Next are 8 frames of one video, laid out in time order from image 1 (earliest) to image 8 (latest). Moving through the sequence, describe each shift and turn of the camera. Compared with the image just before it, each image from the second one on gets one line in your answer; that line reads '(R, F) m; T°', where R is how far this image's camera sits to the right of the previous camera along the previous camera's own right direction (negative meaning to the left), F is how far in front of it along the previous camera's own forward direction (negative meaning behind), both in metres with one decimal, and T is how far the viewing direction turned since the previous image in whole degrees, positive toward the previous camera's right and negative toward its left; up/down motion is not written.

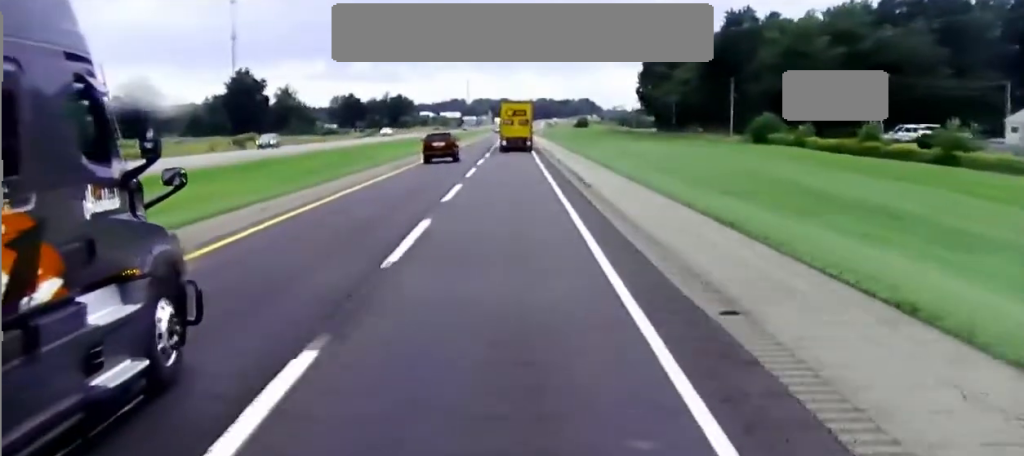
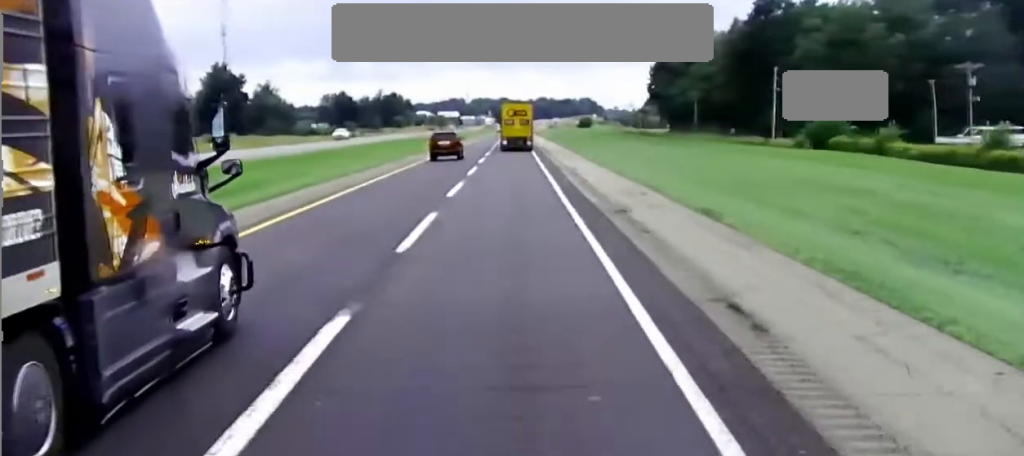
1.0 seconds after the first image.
(0.0, +30.0) m; 0°
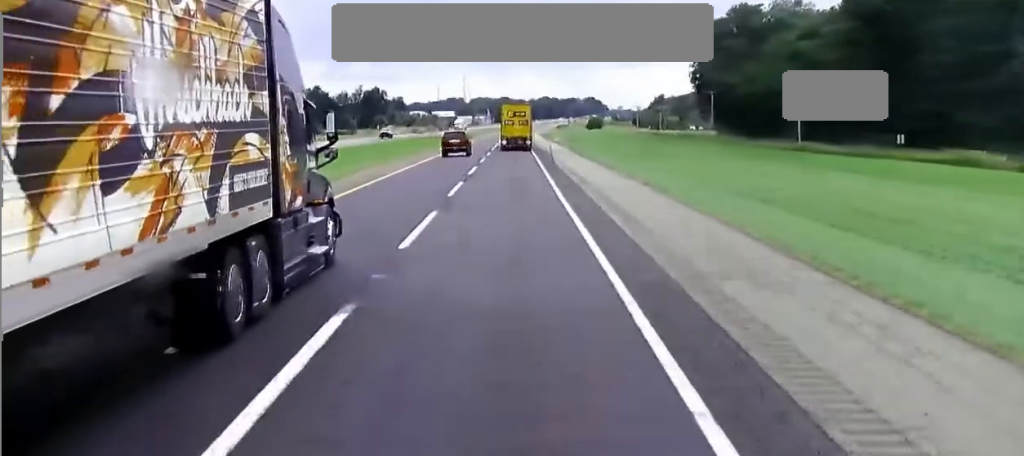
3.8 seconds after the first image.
(0.0, +80.4) m; 0°
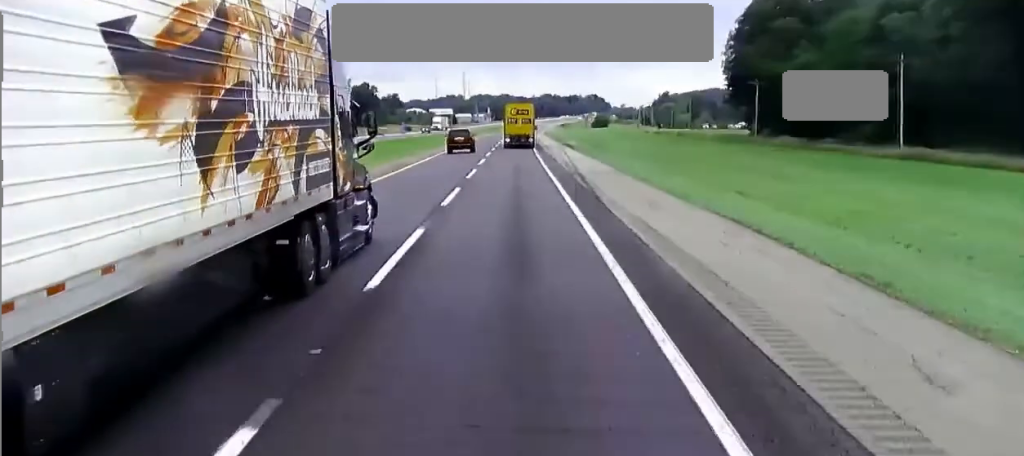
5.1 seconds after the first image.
(-0.1, +35.7) m; 0°
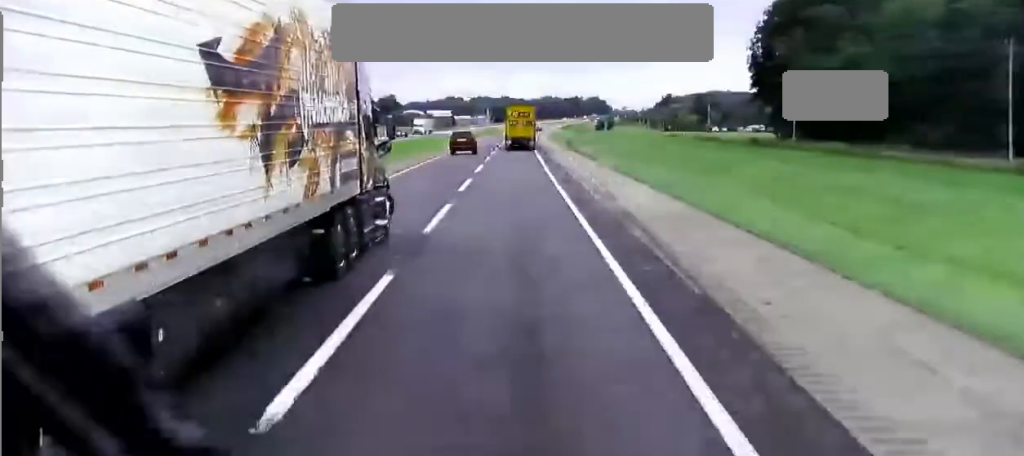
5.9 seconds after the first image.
(0.0, +22.3) m; 0°
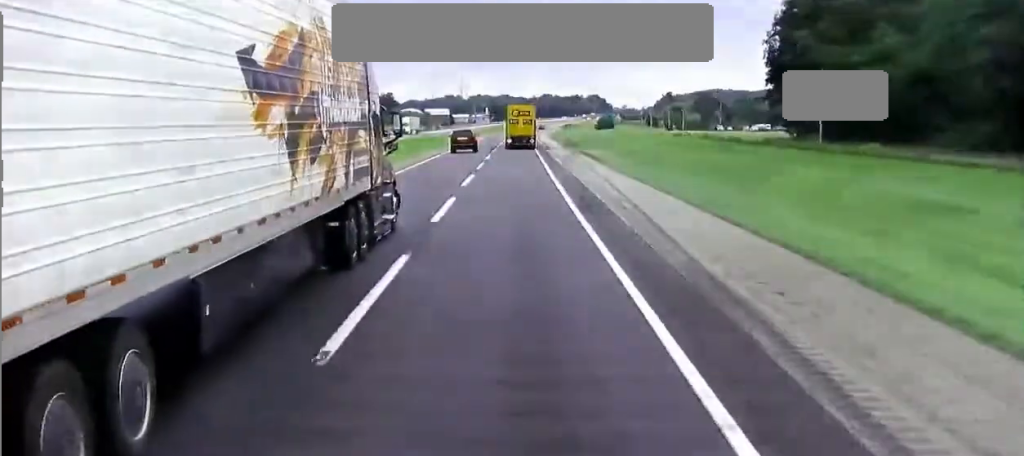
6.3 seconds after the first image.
(0.0, +13.0) m; 0°
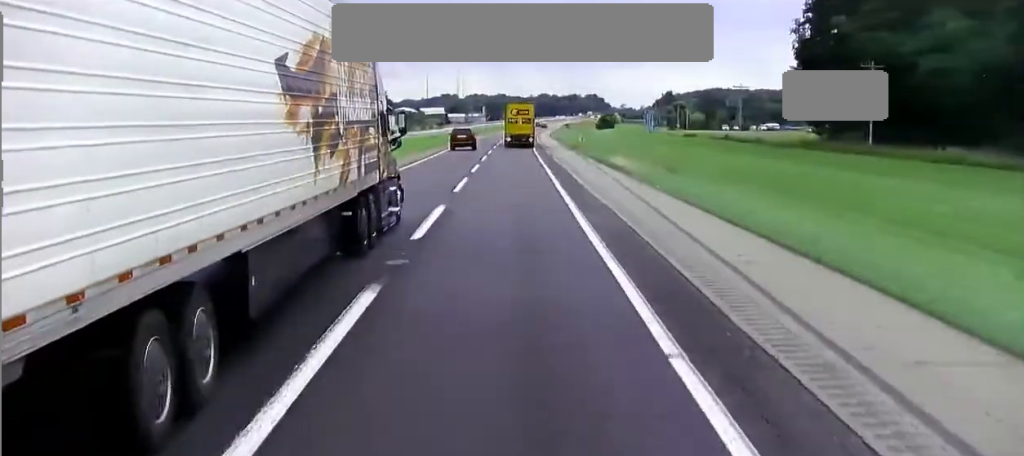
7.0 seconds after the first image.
(0.0, +19.5) m; 0°
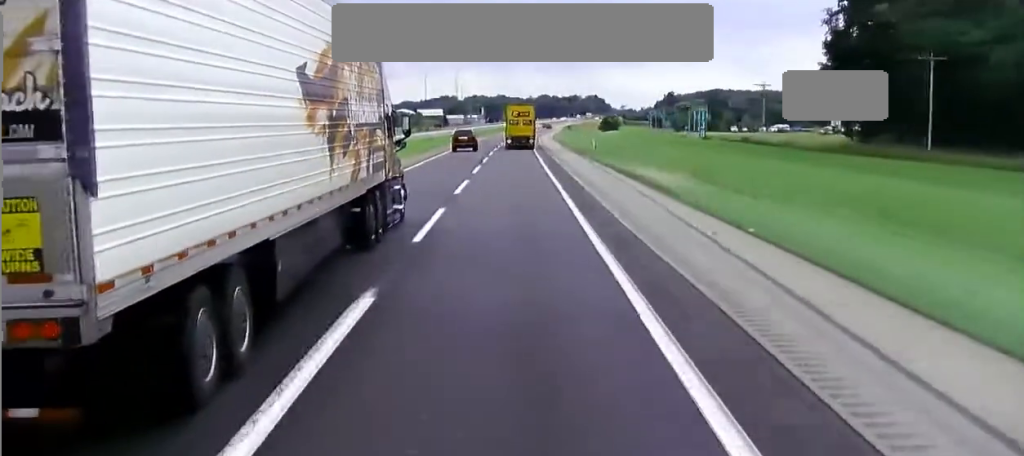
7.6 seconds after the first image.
(0.0, +15.4) m; 0°
